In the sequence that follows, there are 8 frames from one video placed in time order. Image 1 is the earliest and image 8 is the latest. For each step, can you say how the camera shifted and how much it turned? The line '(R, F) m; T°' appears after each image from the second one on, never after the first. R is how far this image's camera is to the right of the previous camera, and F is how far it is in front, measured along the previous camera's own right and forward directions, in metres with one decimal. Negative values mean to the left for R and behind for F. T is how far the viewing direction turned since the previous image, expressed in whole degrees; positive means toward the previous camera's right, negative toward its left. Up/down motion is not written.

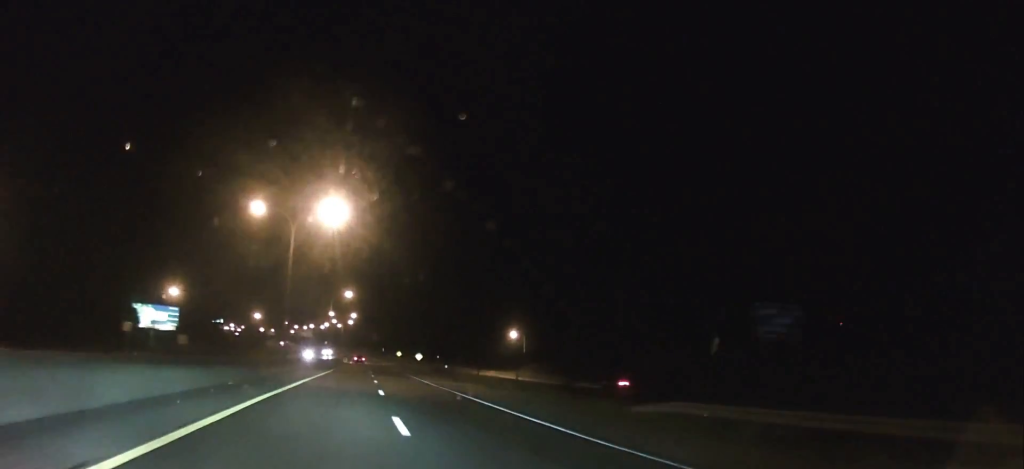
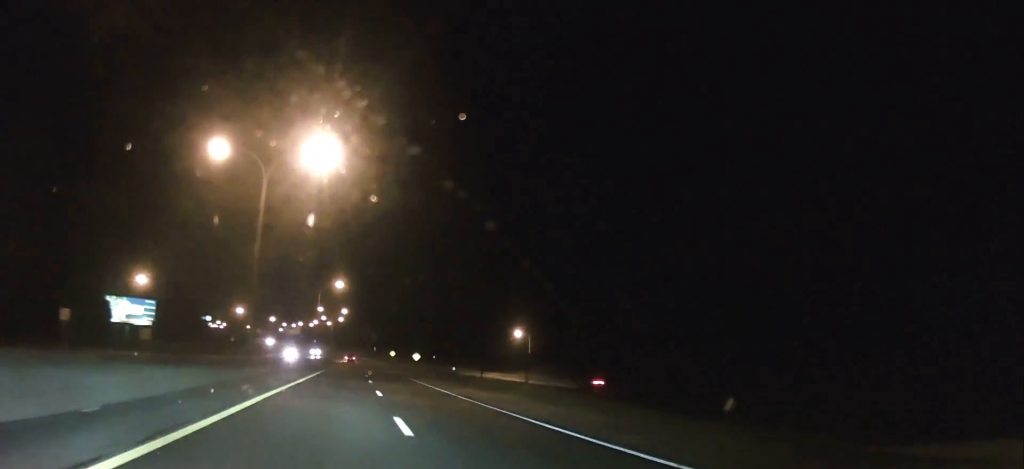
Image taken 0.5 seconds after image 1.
(0.0, +12.1) m; 0°
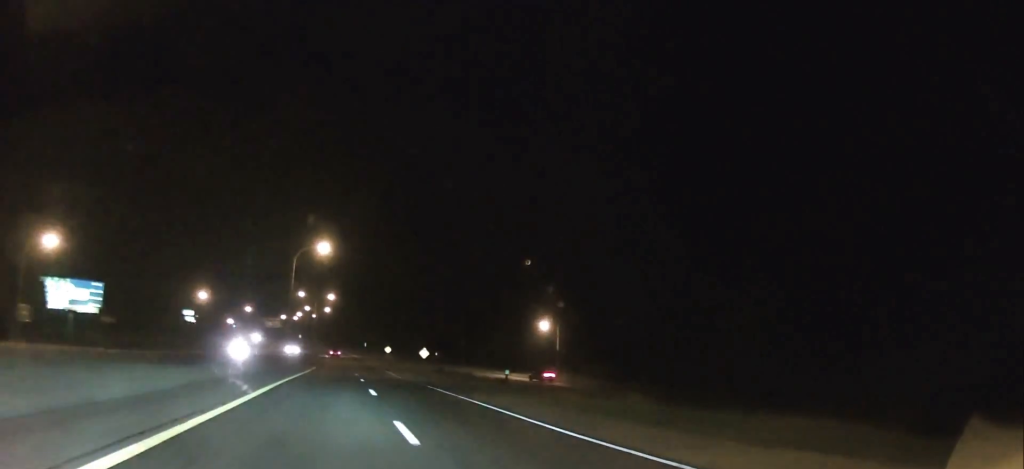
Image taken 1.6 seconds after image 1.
(+0.1, +25.7) m; +1°
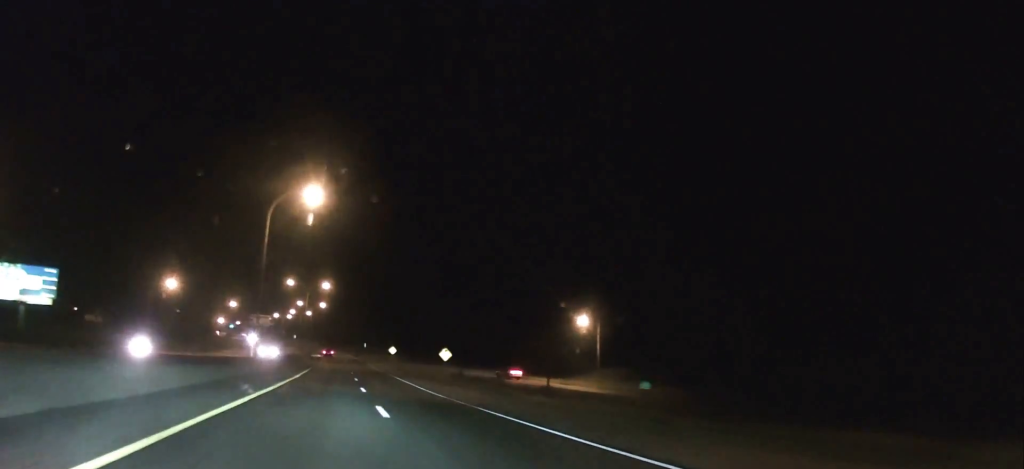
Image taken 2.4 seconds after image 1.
(+0.2, +19.3) m; +1°
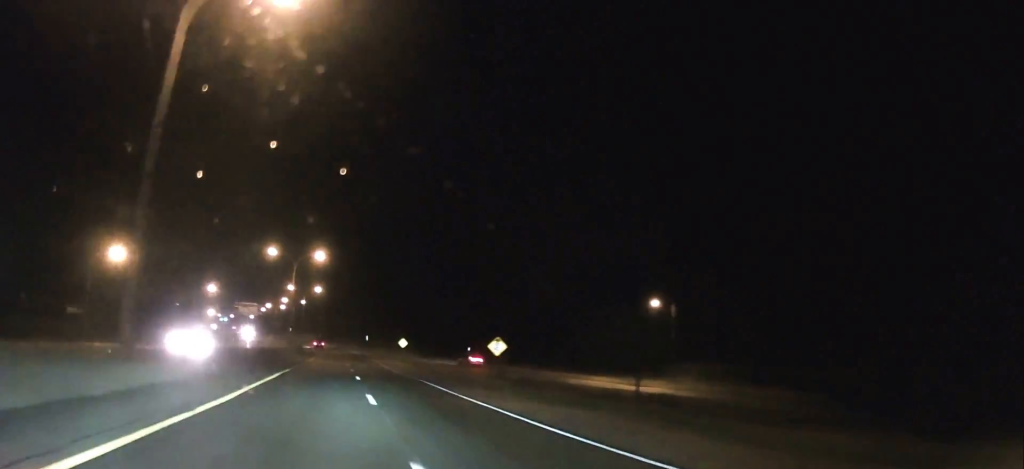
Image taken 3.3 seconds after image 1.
(+0.3, +22.6) m; 0°
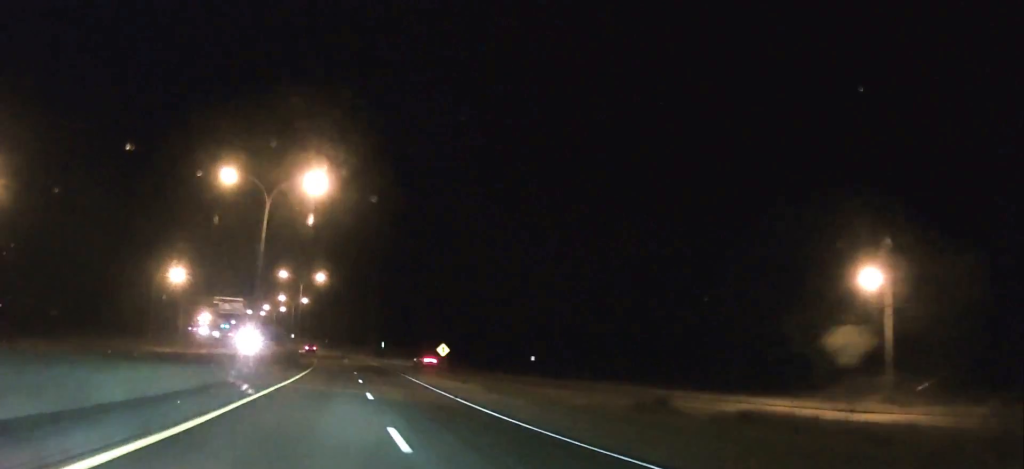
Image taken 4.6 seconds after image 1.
(-0.6, +31.4) m; -1°
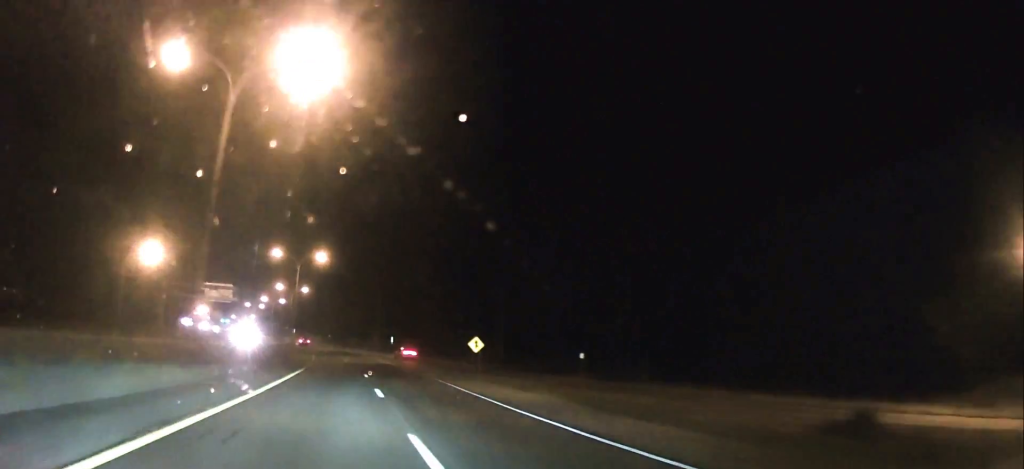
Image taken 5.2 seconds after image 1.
(0.0, +14.5) m; 0°
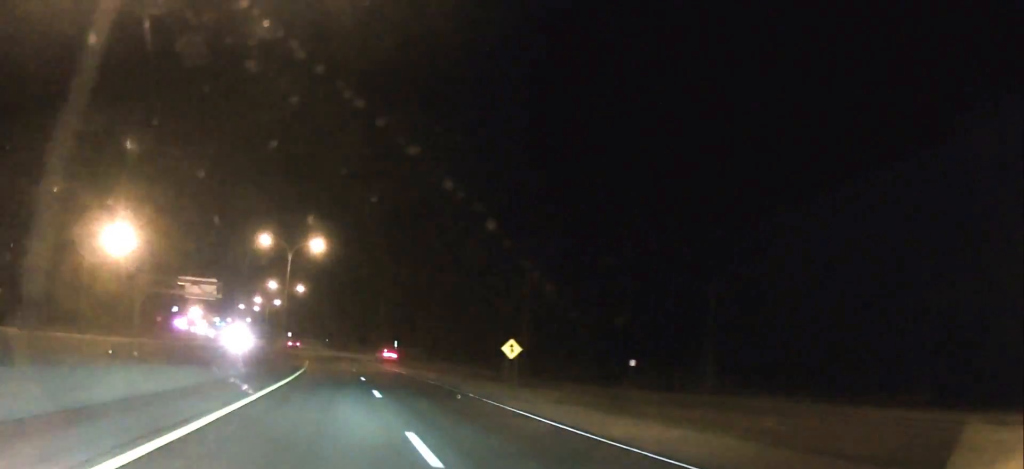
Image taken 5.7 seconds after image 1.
(0.0, +11.3) m; 0°
